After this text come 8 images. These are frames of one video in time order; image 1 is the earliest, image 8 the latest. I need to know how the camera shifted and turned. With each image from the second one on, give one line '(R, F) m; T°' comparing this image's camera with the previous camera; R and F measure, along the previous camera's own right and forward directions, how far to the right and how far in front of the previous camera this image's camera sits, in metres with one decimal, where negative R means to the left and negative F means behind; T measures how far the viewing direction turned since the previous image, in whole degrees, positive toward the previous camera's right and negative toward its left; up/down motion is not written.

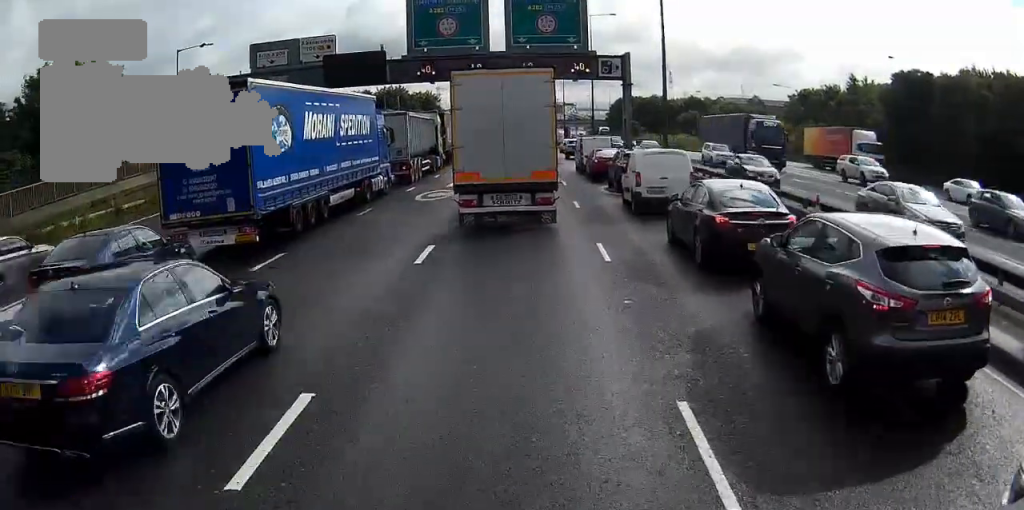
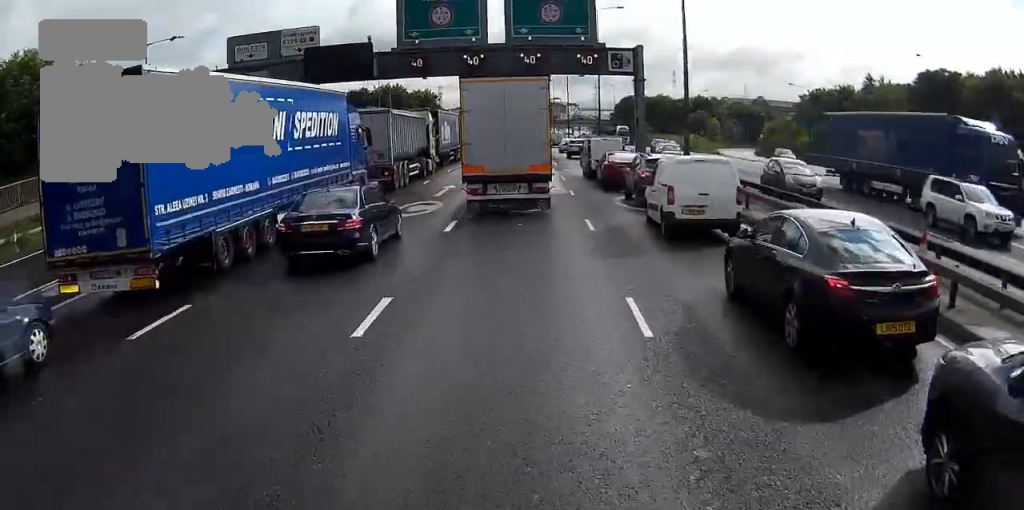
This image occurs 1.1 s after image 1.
(+0.2, +4.0) m; +3°
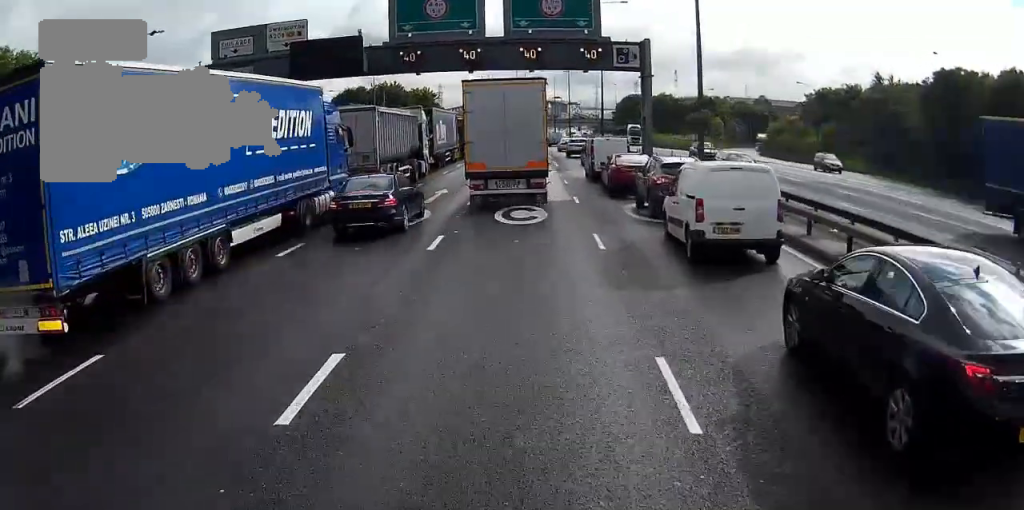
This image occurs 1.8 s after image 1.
(0.0, +2.4) m; +1°
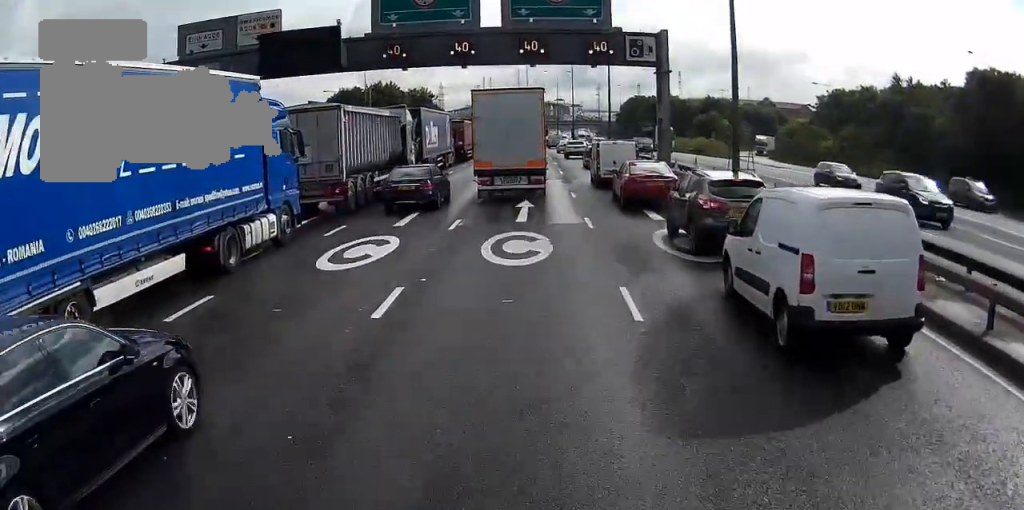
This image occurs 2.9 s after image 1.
(0.0, +4.5) m; 0°
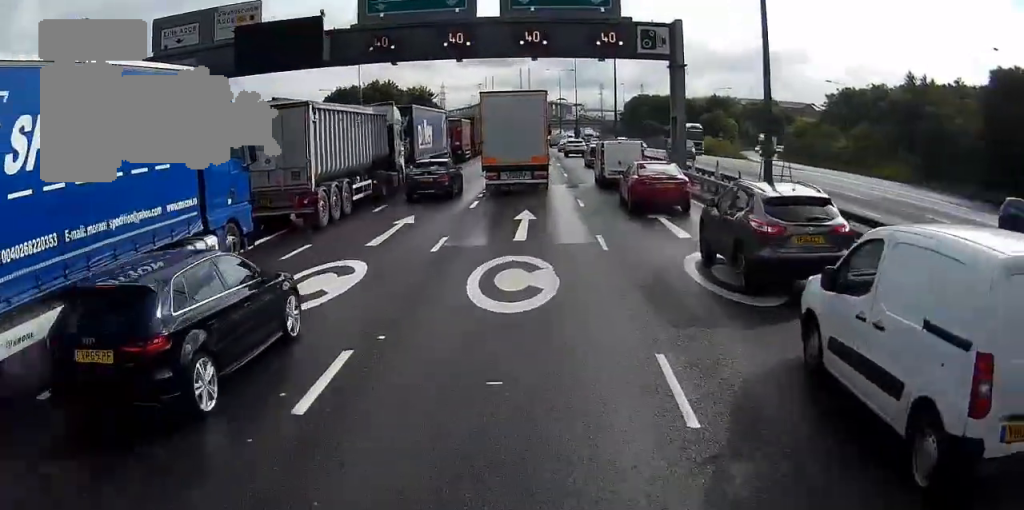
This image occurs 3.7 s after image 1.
(0.0, +3.0) m; 0°
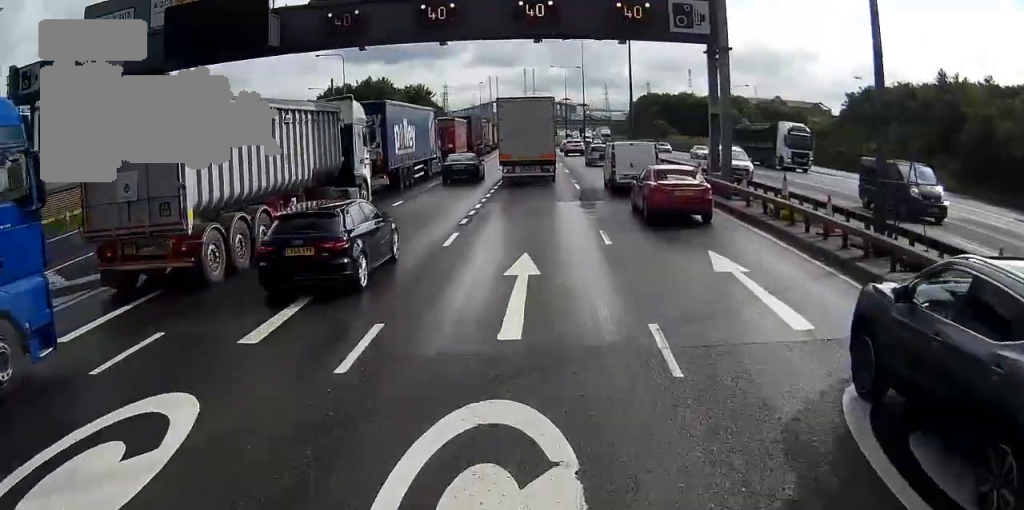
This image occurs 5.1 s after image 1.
(-0.1, +6.6) m; -2°
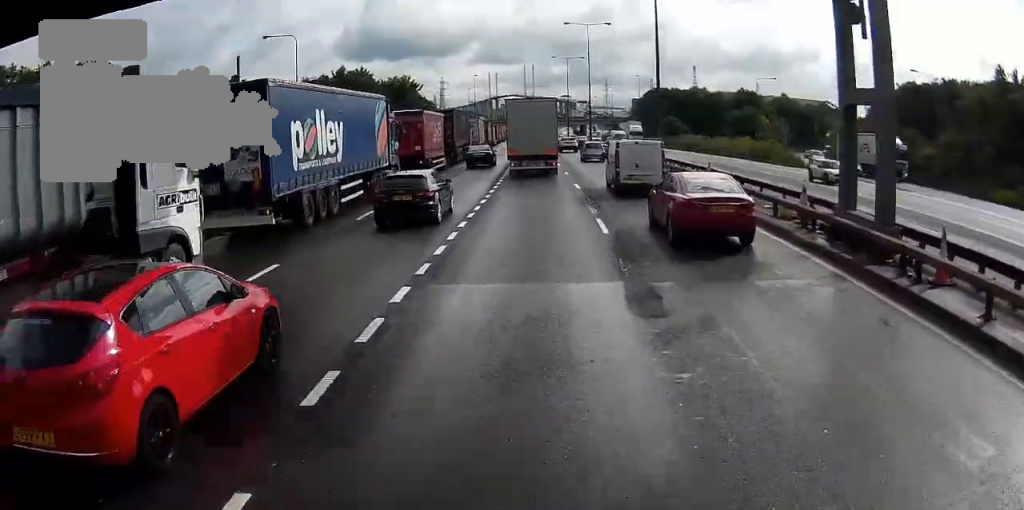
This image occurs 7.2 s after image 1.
(-0.5, +11.4) m; -6°
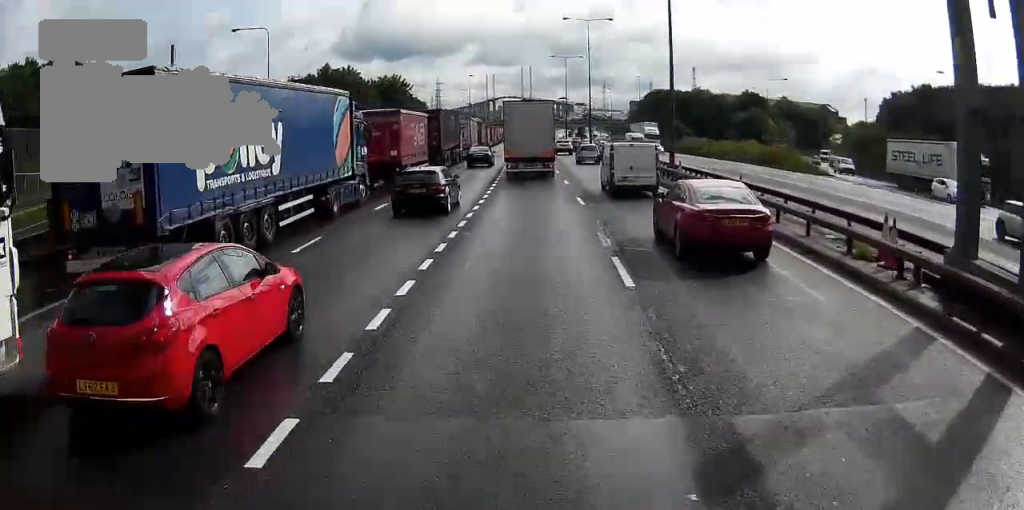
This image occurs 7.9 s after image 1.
(-0.2, +4.6) m; 0°
